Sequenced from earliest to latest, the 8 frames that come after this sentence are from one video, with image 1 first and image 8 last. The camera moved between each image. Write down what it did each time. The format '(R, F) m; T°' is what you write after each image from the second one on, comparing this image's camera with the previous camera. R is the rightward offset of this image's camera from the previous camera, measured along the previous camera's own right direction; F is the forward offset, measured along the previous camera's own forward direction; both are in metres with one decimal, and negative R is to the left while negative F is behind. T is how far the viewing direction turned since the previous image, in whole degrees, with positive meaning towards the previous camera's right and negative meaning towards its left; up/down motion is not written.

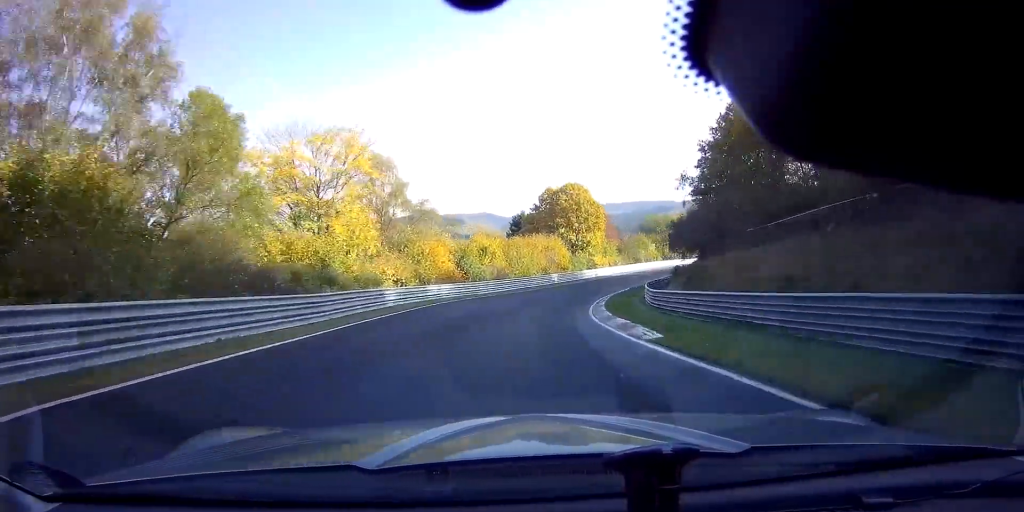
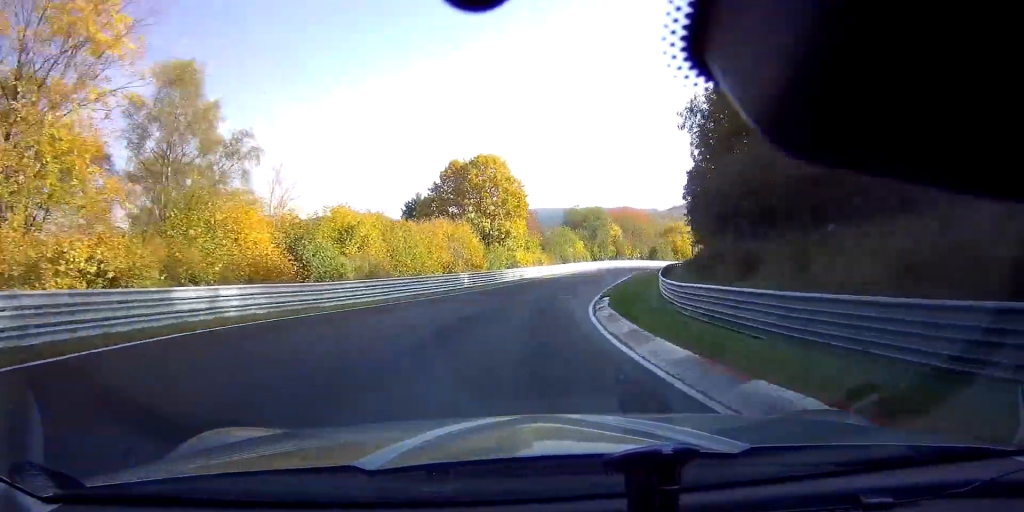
(+0.9, +20.0) m; +9°
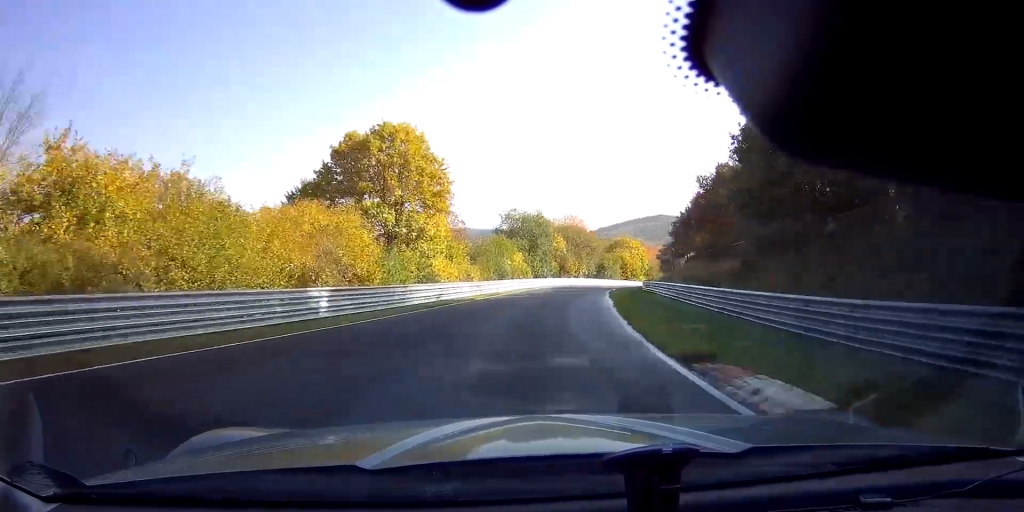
(+2.0, +18.3) m; +8°
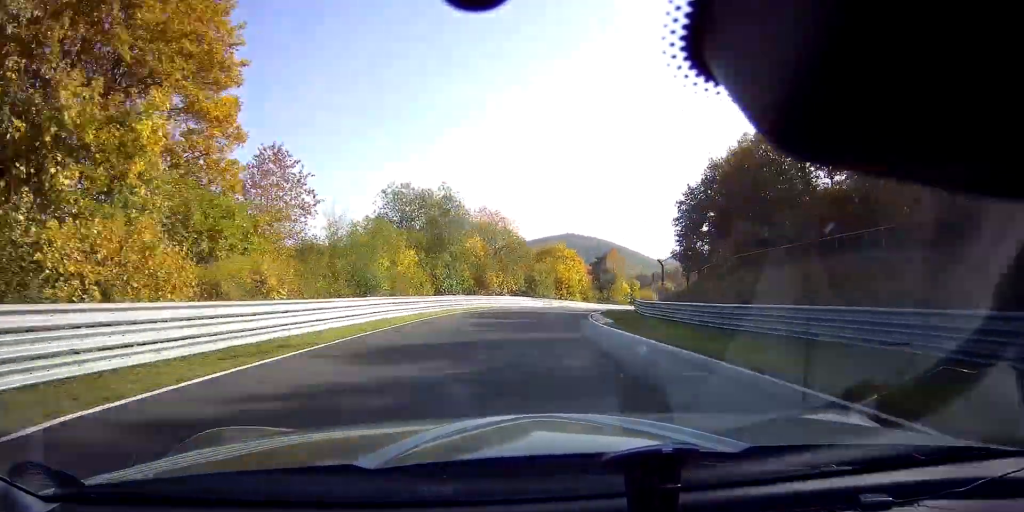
(+3.0, +27.3) m; +11°
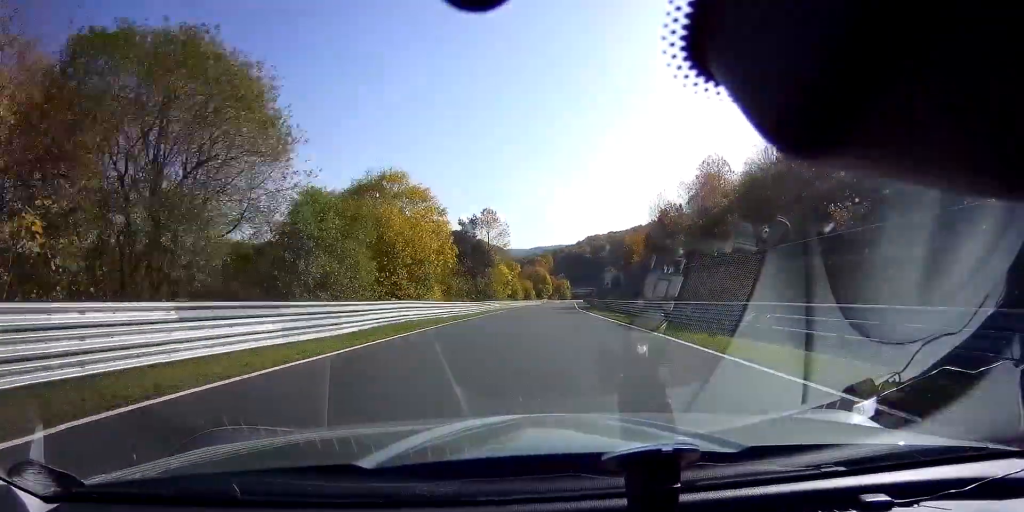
(+6.3, +49.9) m; +13°
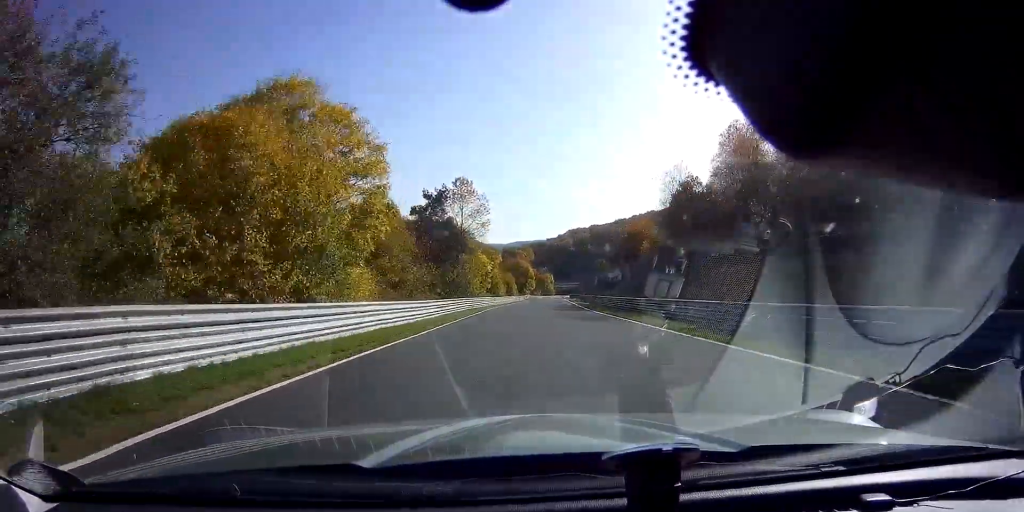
(+1.0, +17.9) m; +3°
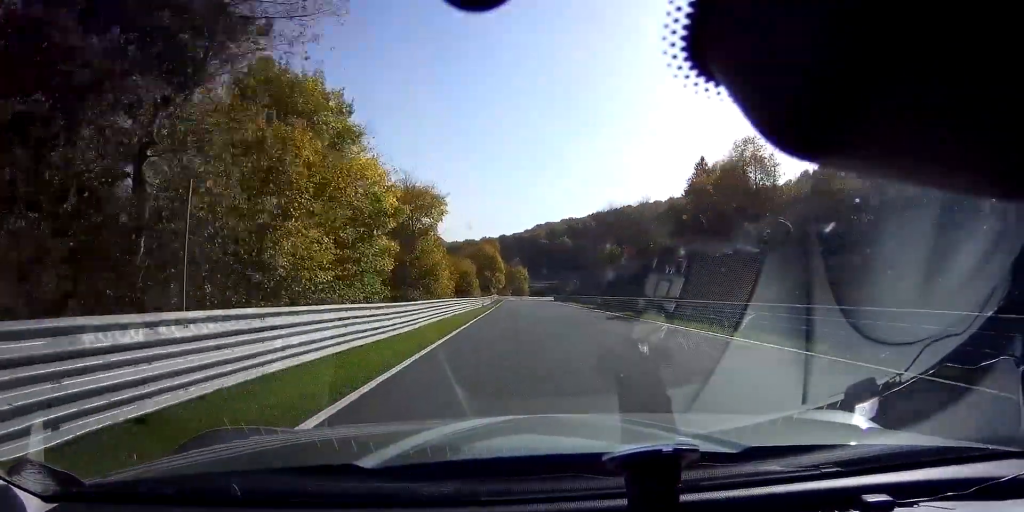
(+2.8, +49.9) m; +4°
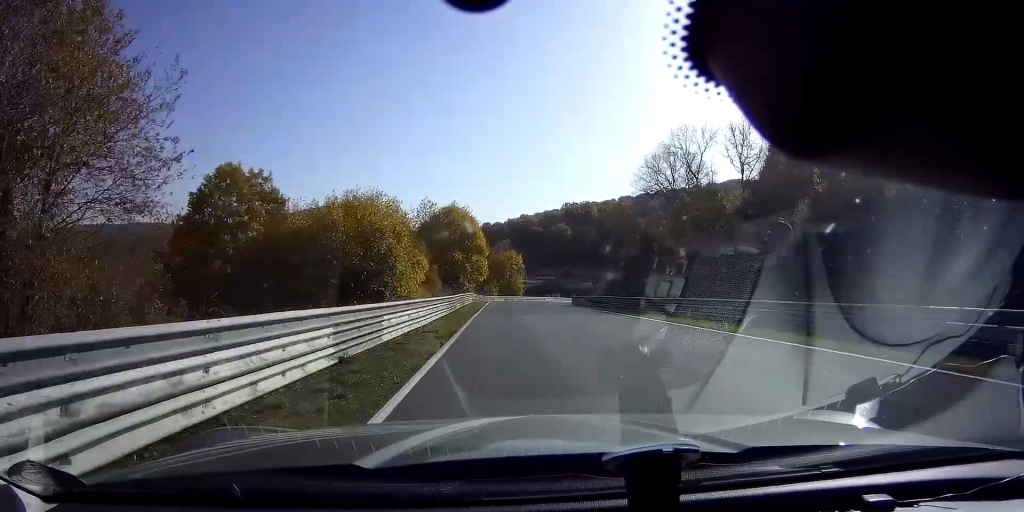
(+0.6, +48.5) m; +2°
